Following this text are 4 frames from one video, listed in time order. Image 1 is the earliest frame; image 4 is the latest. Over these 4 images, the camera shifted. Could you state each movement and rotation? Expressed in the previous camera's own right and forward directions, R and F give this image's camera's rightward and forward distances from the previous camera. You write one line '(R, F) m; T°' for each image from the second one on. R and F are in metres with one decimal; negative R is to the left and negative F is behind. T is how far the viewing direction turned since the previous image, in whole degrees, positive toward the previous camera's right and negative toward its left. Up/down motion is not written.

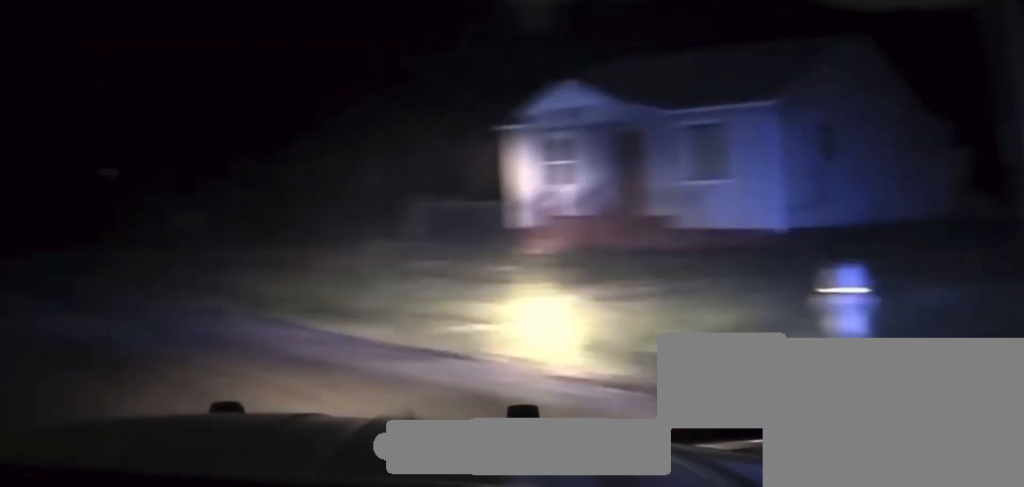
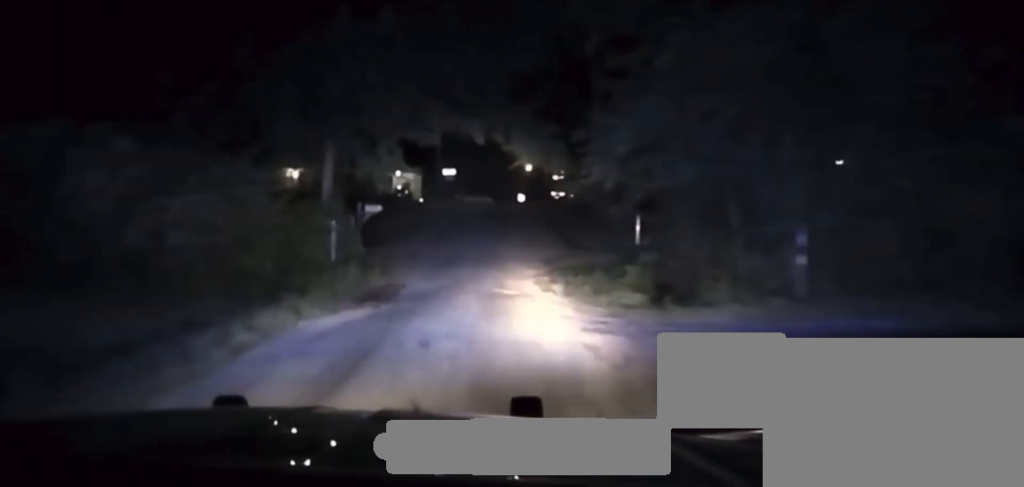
(-7.1, +18.9) m; -30°
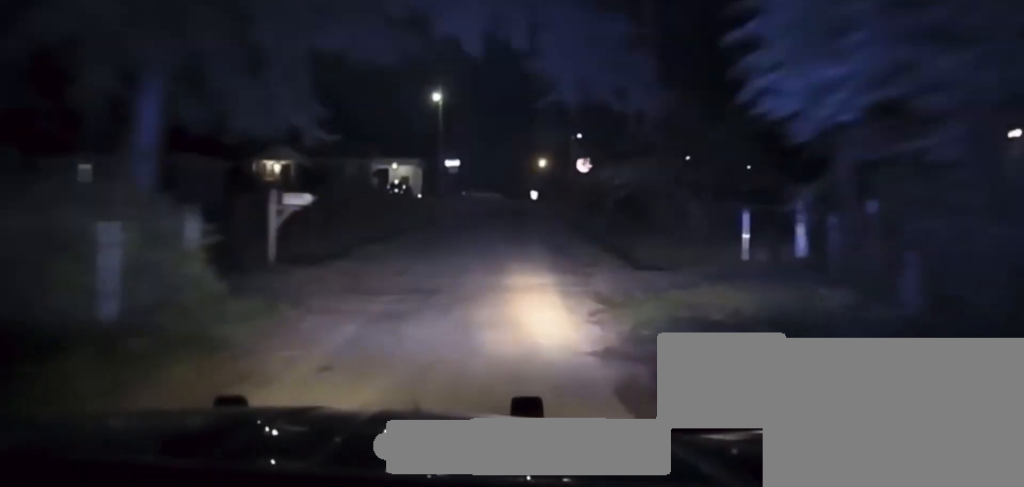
(-0.3, +12.6) m; -1°
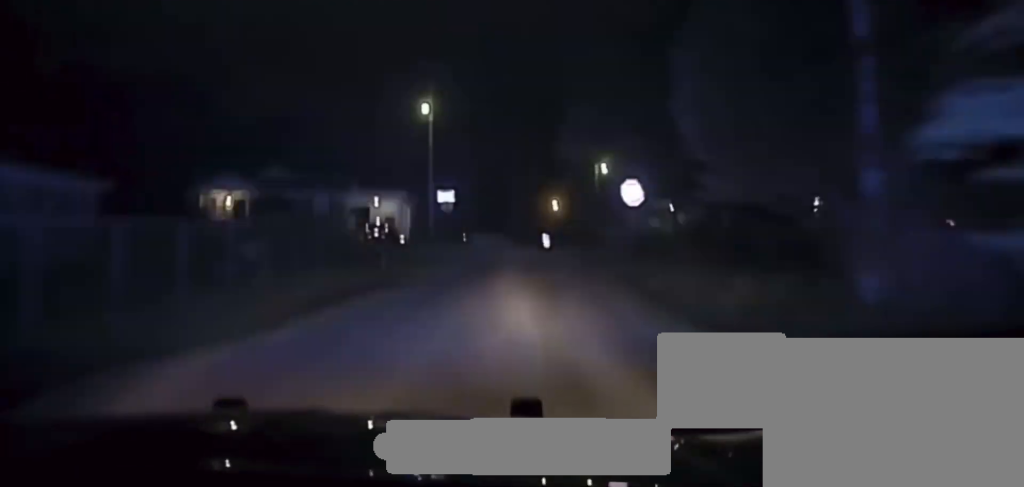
(0.0, +15.8) m; +1°
